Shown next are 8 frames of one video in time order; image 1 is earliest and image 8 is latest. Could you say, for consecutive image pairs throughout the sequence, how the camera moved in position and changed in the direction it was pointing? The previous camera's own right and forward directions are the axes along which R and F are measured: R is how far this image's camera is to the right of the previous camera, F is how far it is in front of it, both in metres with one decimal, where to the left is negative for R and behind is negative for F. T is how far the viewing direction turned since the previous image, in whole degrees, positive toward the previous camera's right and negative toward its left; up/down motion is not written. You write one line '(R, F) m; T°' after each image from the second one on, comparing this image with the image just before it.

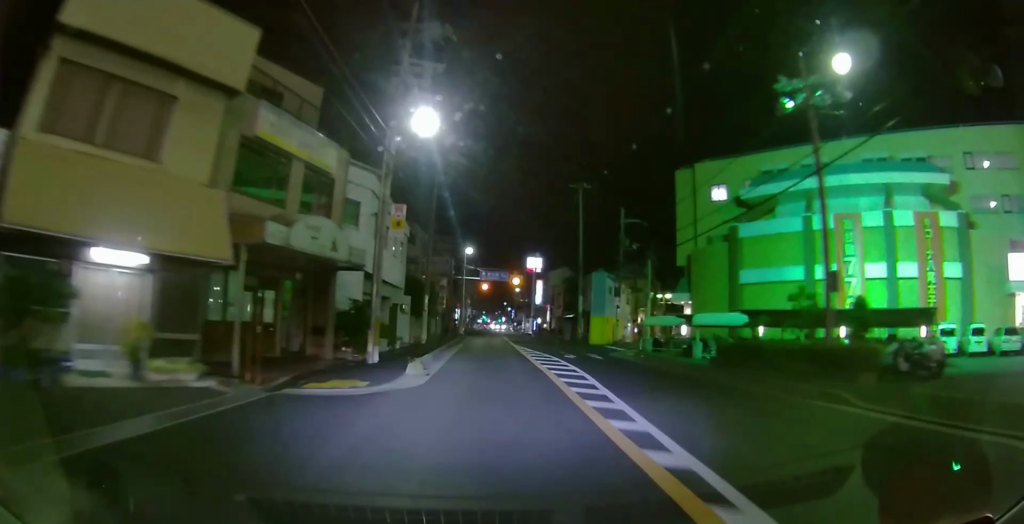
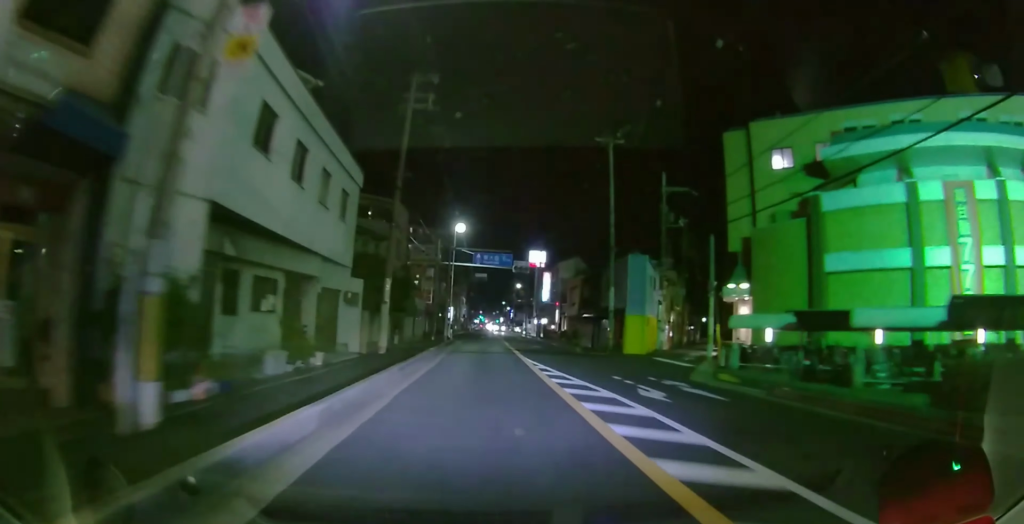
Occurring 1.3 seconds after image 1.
(-0.2, +12.4) m; -1°
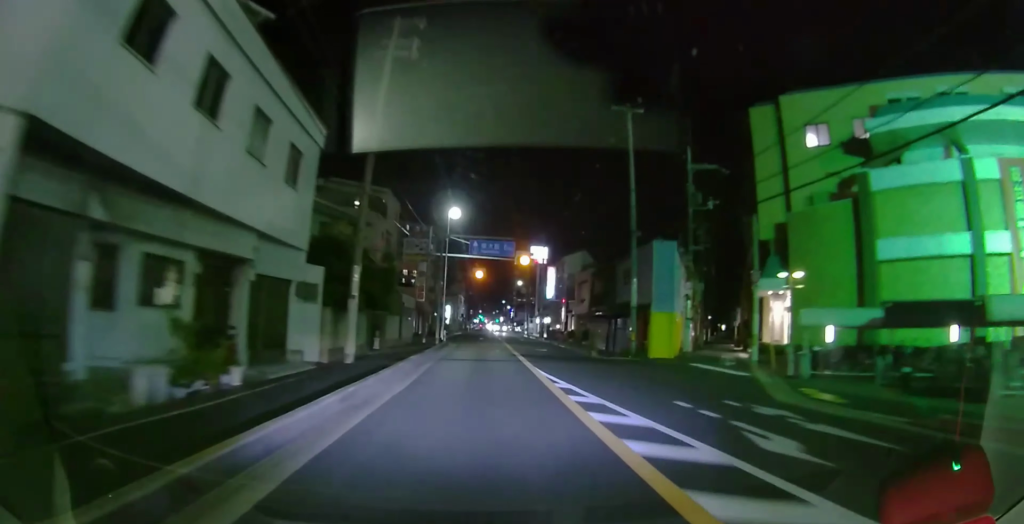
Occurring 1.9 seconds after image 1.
(+0.1, +5.4) m; 0°
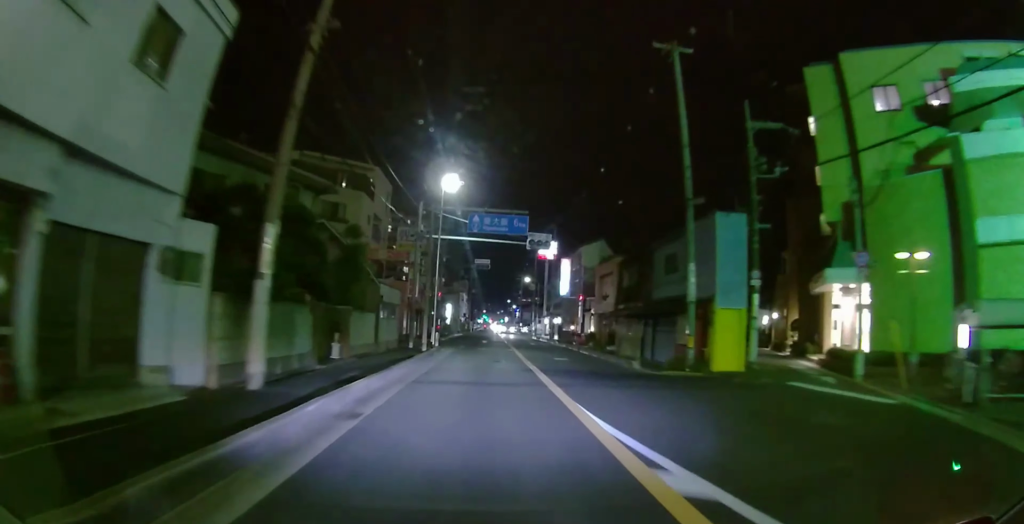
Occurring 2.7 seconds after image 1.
(0.0, +7.4) m; 0°
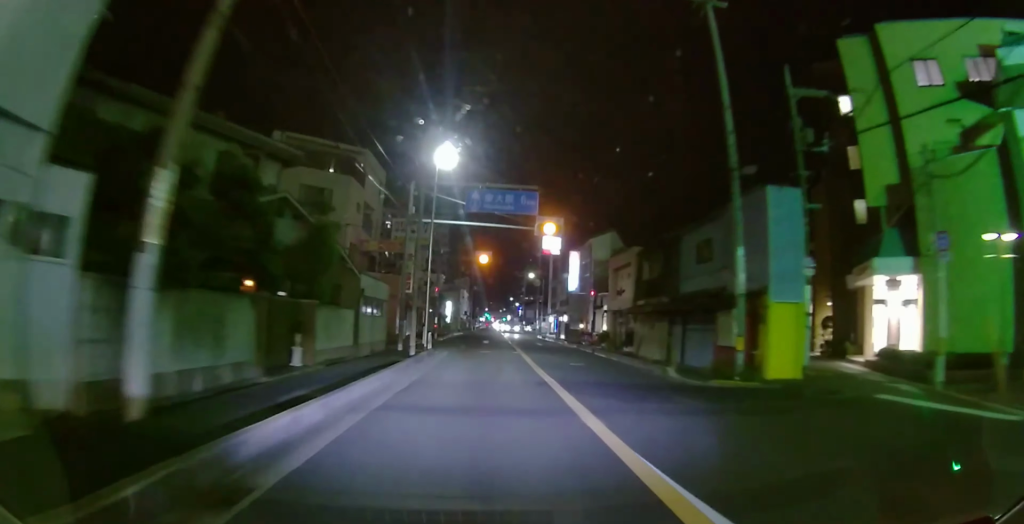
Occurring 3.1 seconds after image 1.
(0.0, +3.8) m; 0°
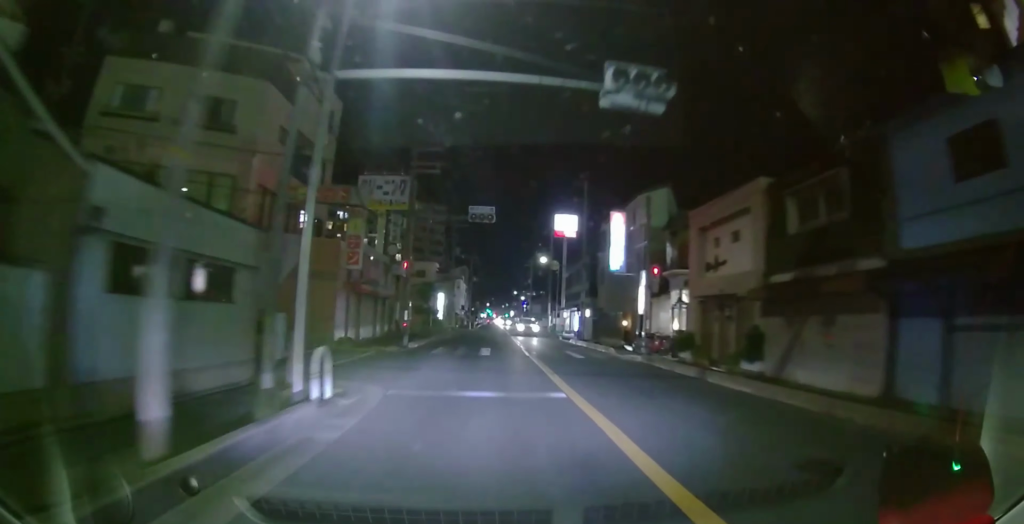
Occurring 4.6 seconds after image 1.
(0.0, +14.4) m; 0°
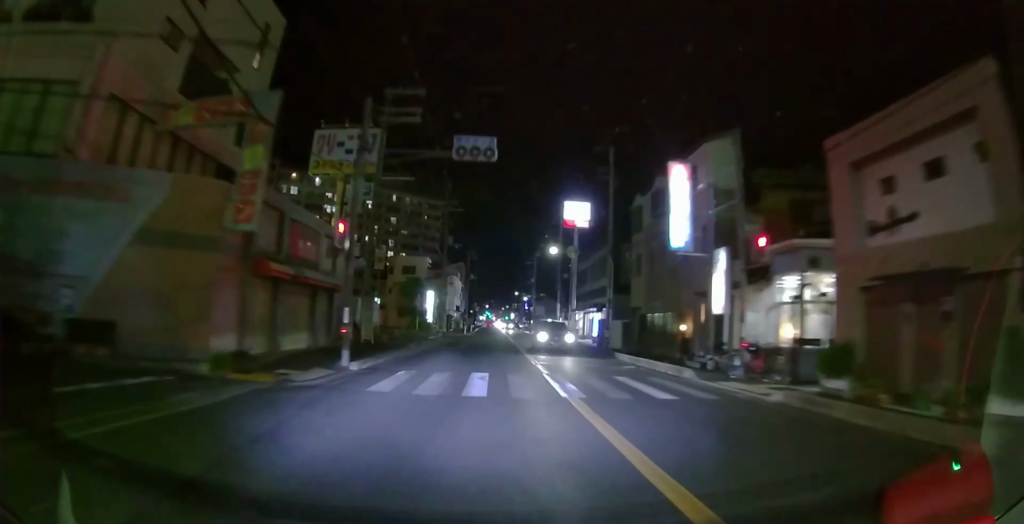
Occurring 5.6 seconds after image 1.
(0.0, +9.8) m; -1°
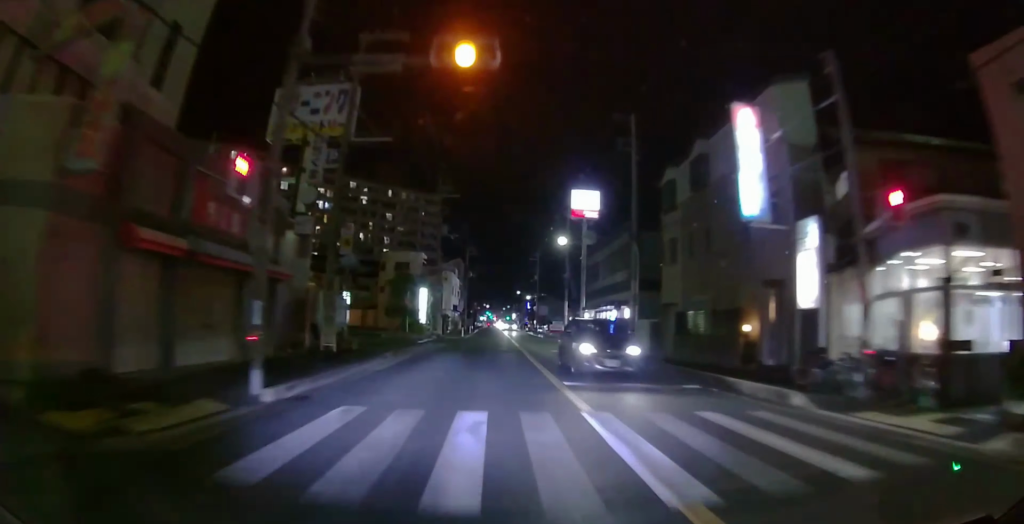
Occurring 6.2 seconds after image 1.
(0.0, +5.9) m; 0°
